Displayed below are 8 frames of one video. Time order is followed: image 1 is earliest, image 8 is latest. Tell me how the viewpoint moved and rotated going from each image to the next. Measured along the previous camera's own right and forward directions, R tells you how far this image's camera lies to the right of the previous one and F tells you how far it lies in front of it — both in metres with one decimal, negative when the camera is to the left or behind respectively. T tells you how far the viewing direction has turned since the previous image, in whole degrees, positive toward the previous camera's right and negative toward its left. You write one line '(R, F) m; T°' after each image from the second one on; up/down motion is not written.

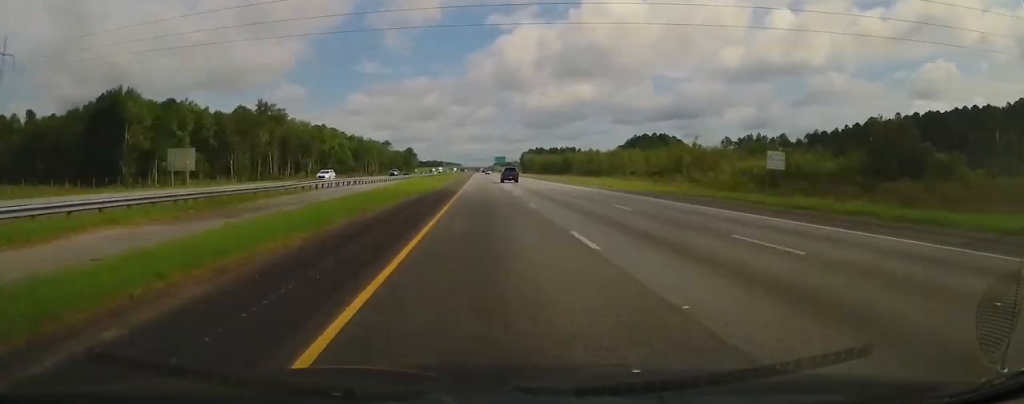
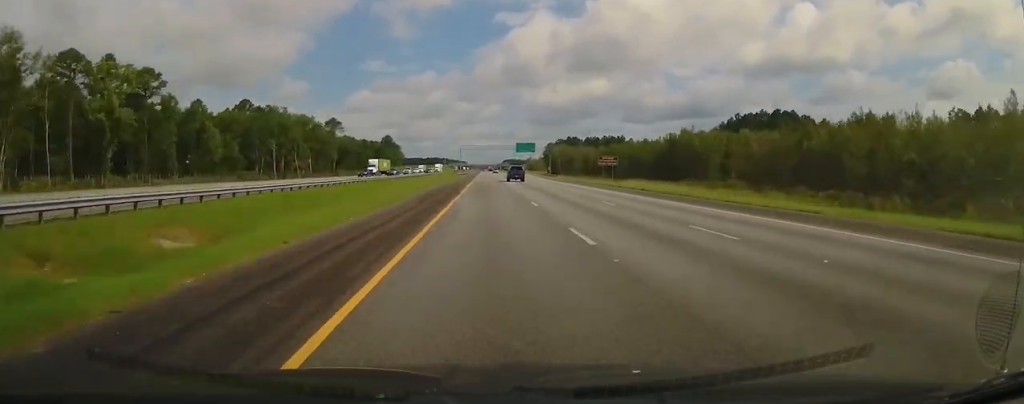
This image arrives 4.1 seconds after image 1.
(-0.9, +145.1) m; 0°
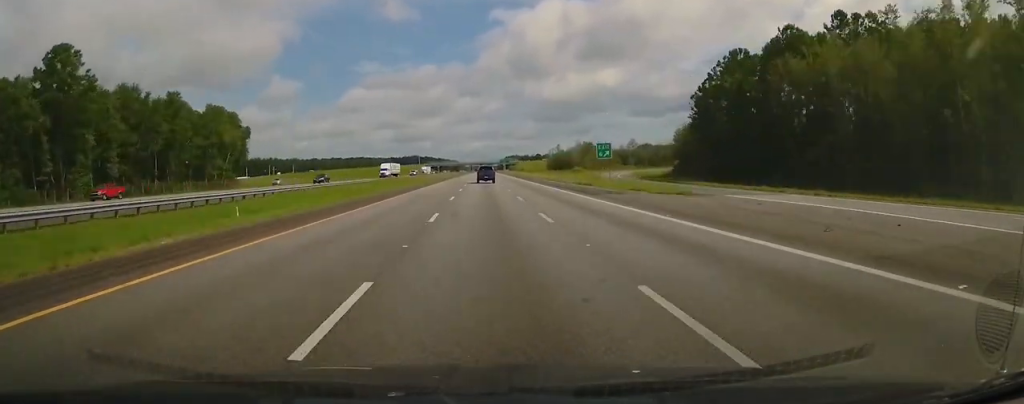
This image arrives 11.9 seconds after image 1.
(+0.7, +272.3) m; 0°
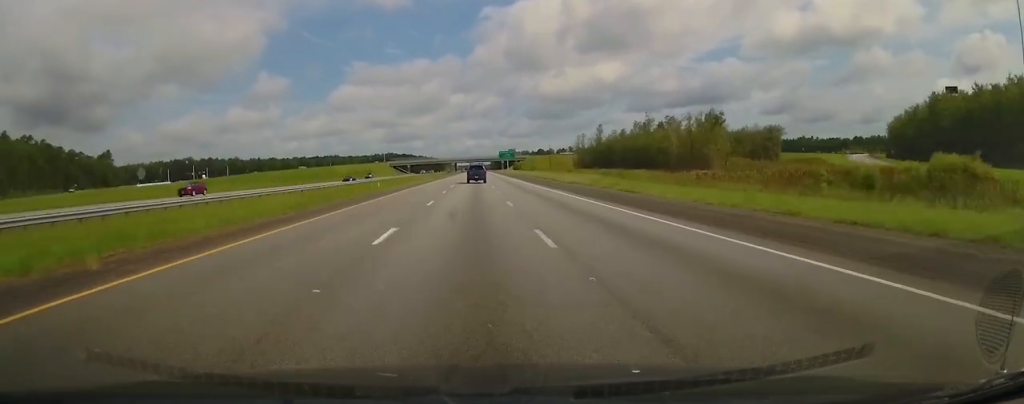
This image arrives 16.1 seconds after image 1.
(+0.7, +148.8) m; 0°
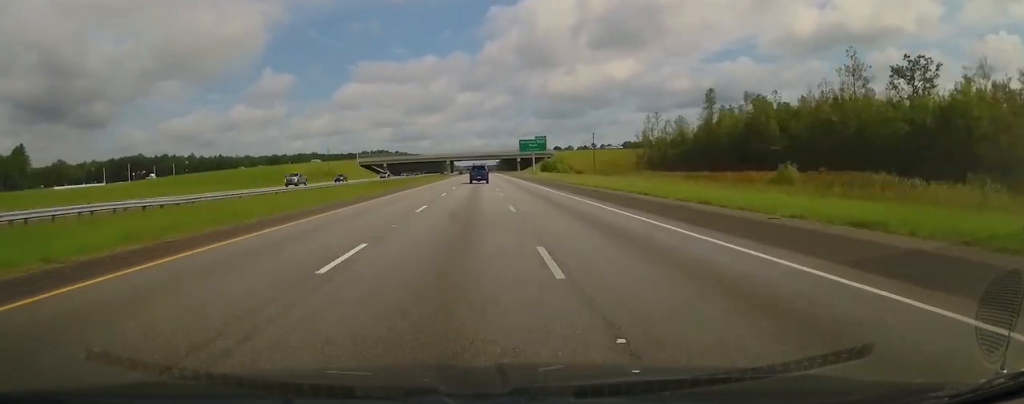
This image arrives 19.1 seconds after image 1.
(-0.6, +101.0) m; 0°
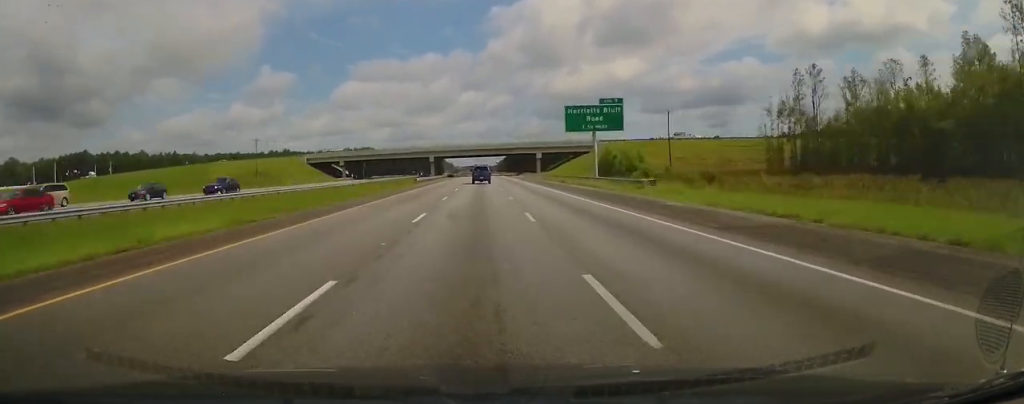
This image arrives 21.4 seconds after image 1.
(+0.1, +78.0) m; 0°
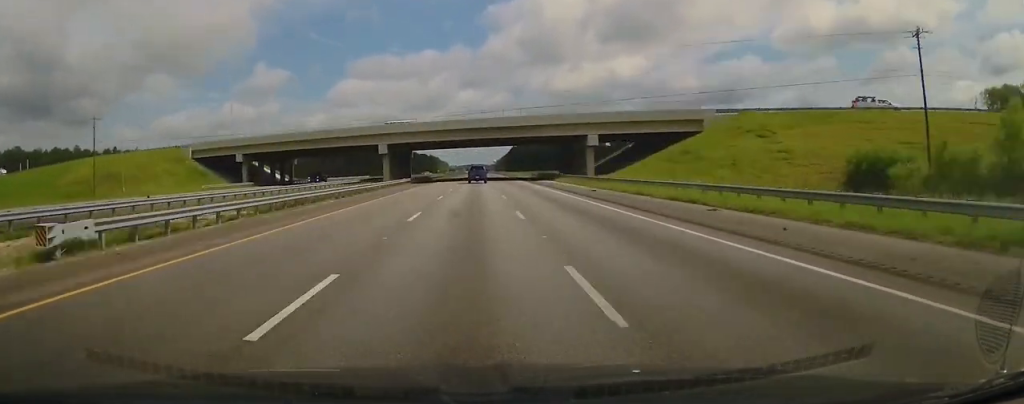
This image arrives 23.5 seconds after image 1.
(+0.6, +73.1) m; 0°
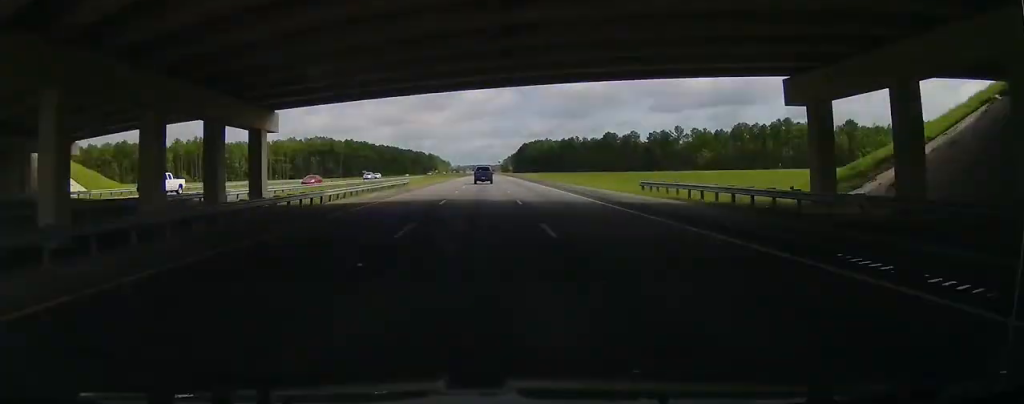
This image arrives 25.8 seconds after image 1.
(-0.2, +77.7) m; 0°
